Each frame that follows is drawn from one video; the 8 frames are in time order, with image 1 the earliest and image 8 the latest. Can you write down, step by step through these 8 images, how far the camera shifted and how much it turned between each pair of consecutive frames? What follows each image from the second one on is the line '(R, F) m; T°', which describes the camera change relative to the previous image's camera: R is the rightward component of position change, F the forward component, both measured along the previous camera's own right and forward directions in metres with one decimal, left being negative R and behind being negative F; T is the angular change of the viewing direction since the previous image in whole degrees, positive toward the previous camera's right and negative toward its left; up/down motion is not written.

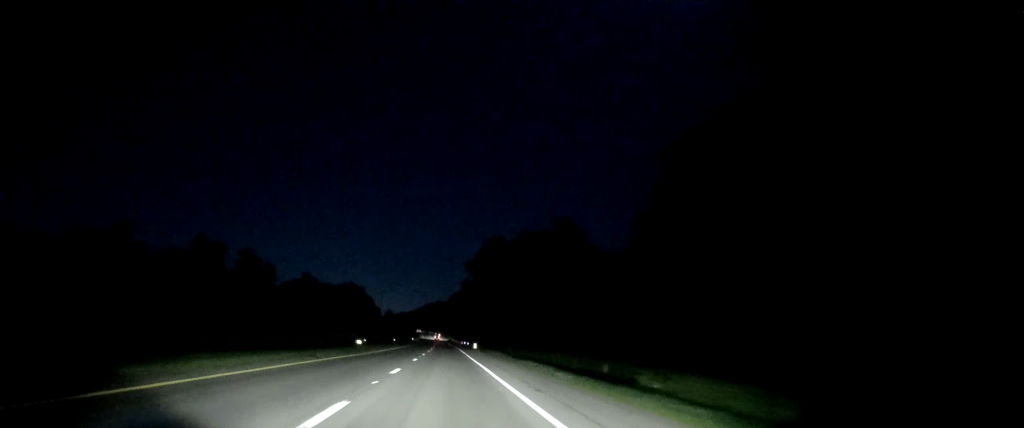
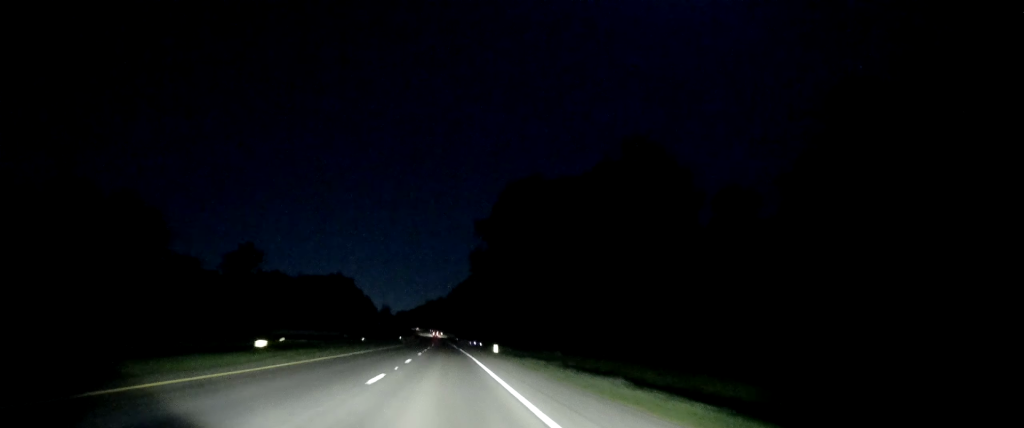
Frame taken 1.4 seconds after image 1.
(+1.0, +41.2) m; +1°
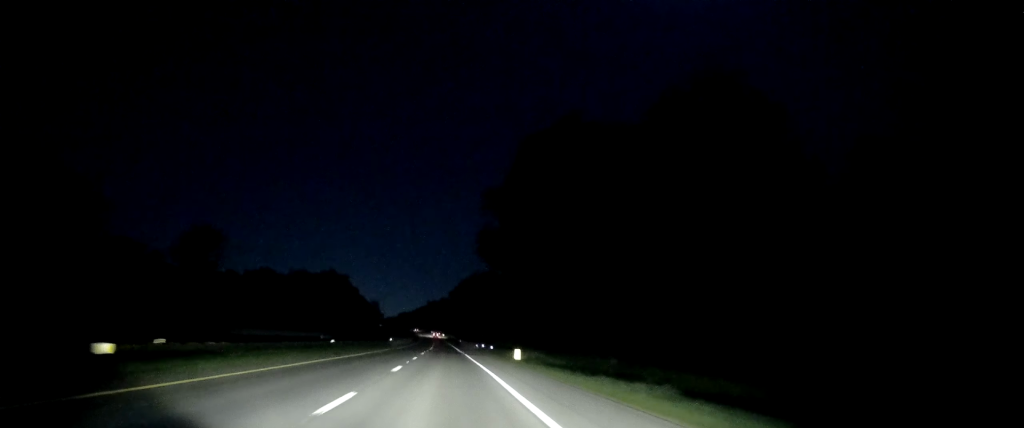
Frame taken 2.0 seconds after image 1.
(-0.5, +18.1) m; -1°
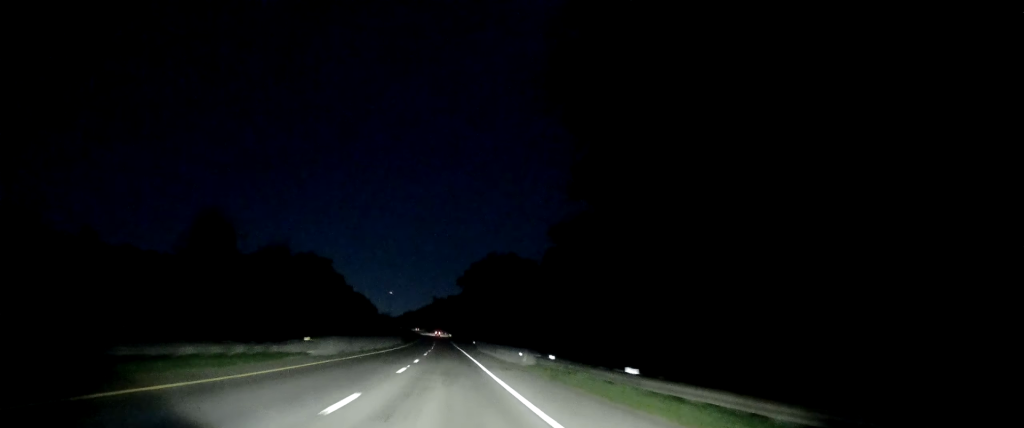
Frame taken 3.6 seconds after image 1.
(-0.5, +48.5) m; -1°
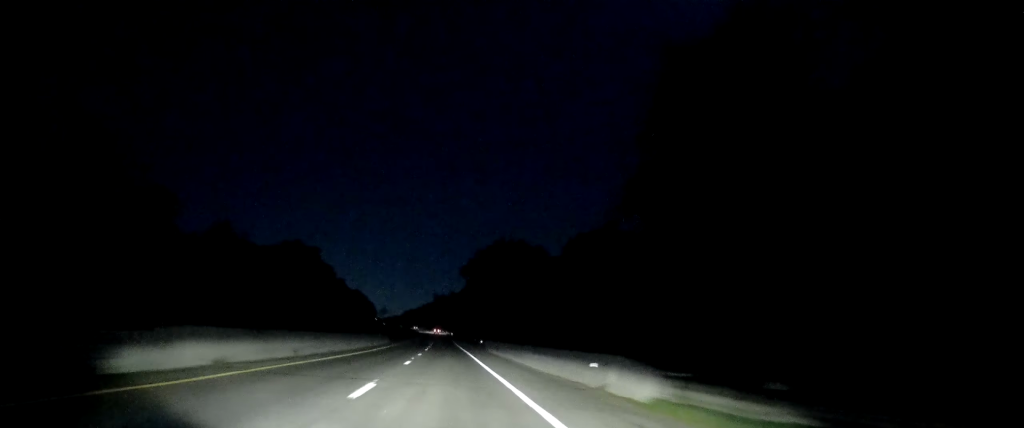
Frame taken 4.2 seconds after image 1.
(0.0, +20.3) m; 0°
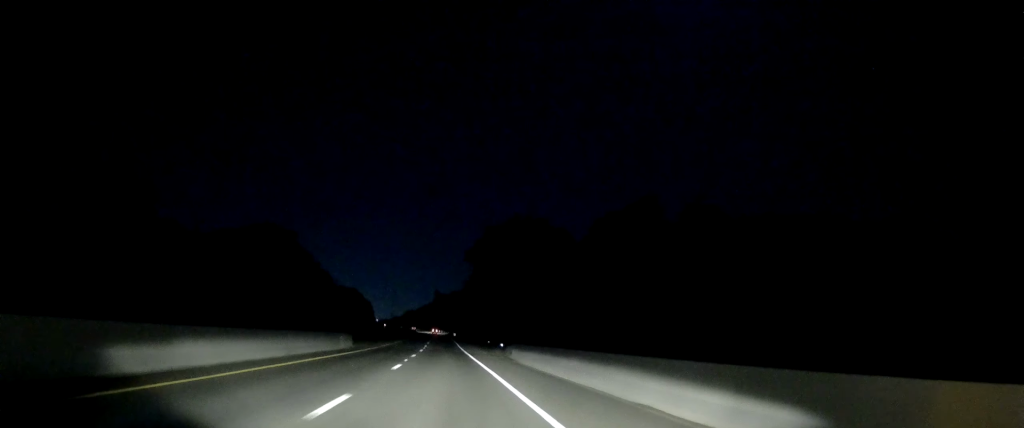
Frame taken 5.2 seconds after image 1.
(0.0, +30.4) m; 0°
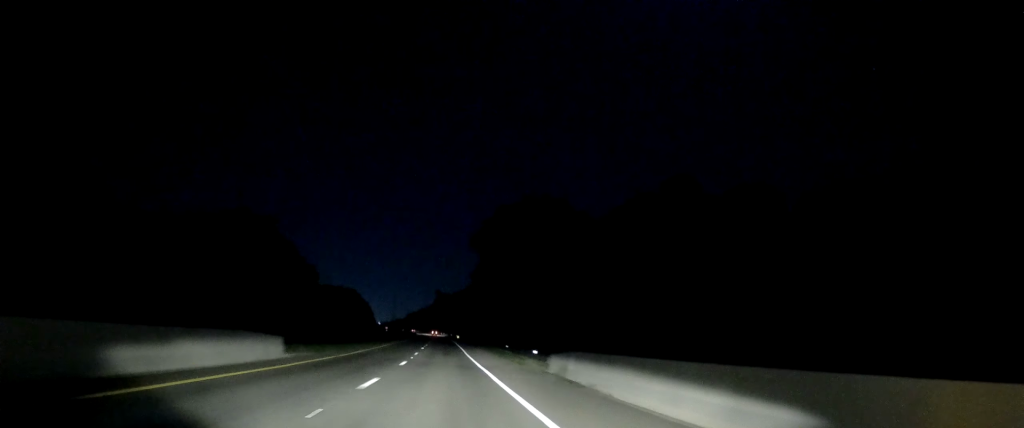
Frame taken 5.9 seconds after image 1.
(0.0, +19.3) m; 0°
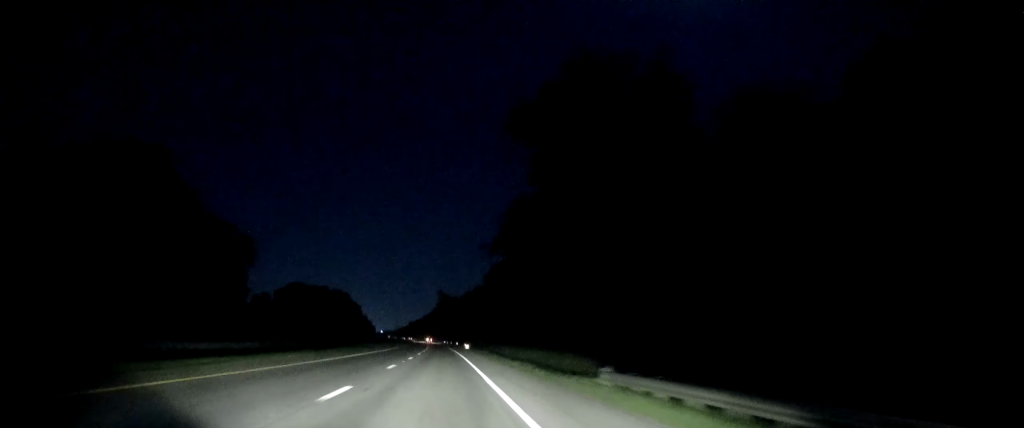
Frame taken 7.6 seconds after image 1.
(0.0, +51.7) m; 0°
